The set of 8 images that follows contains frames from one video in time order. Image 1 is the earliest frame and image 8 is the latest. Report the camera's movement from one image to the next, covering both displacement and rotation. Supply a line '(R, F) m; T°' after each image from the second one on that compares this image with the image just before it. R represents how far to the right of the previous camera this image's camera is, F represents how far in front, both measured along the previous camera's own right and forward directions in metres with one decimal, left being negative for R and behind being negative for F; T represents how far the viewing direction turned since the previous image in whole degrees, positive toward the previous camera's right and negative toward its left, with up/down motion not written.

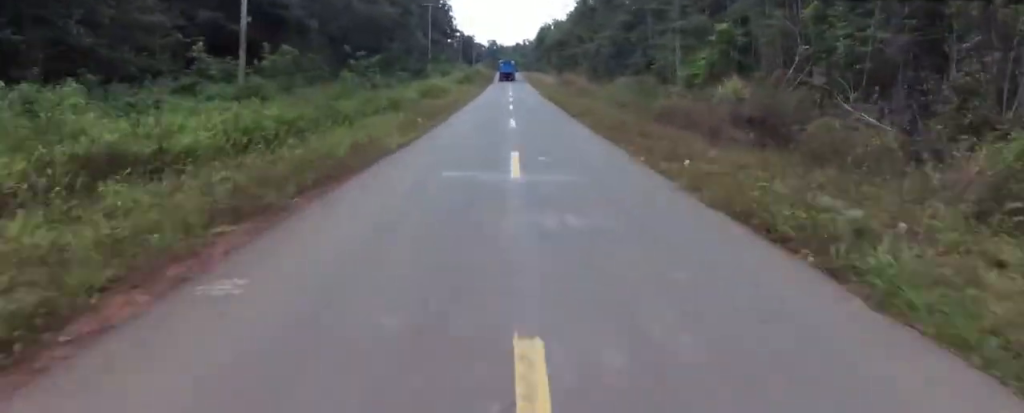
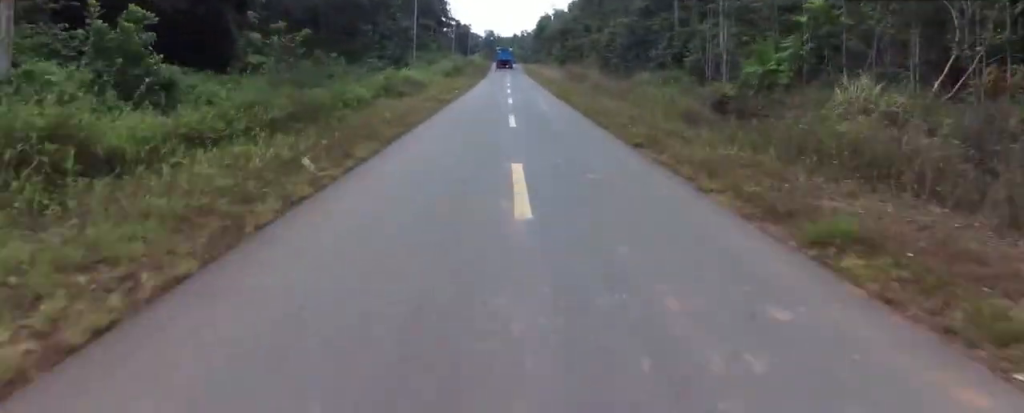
(+0.1, +12.3) m; -2°
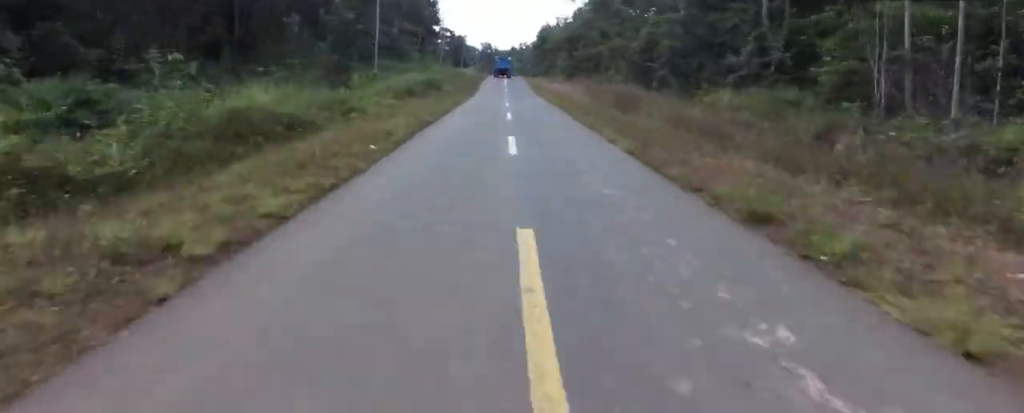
(-0.3, +17.7) m; -1°
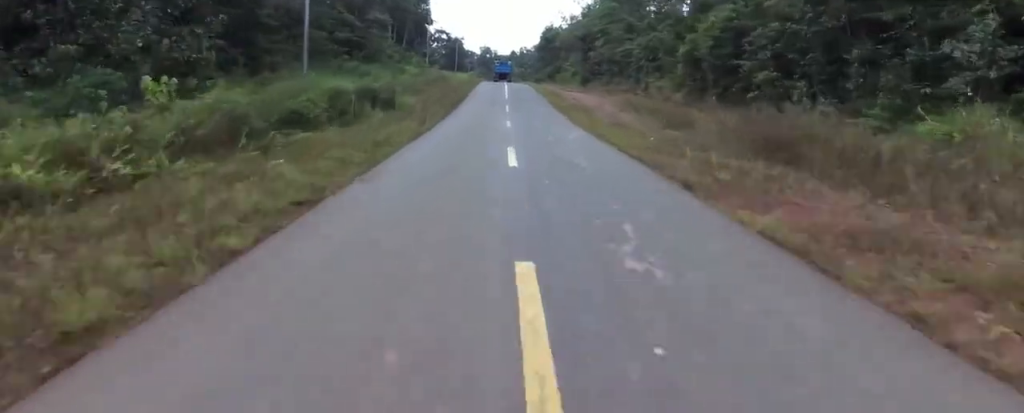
(-0.9, +17.3) m; 0°
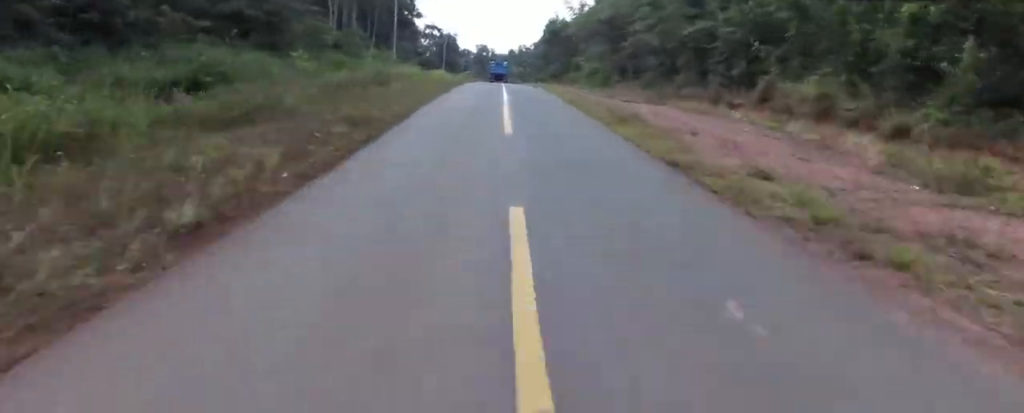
(+1.3, +22.8) m; 0°
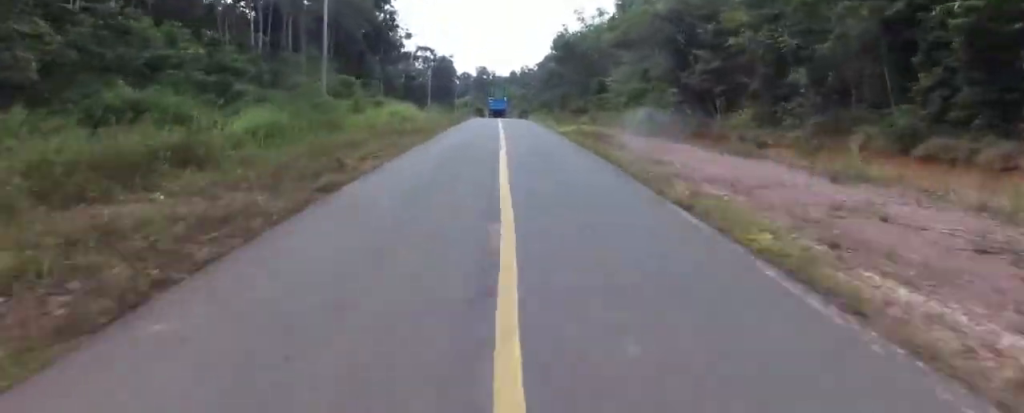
(-1.2, +22.0) m; 0°
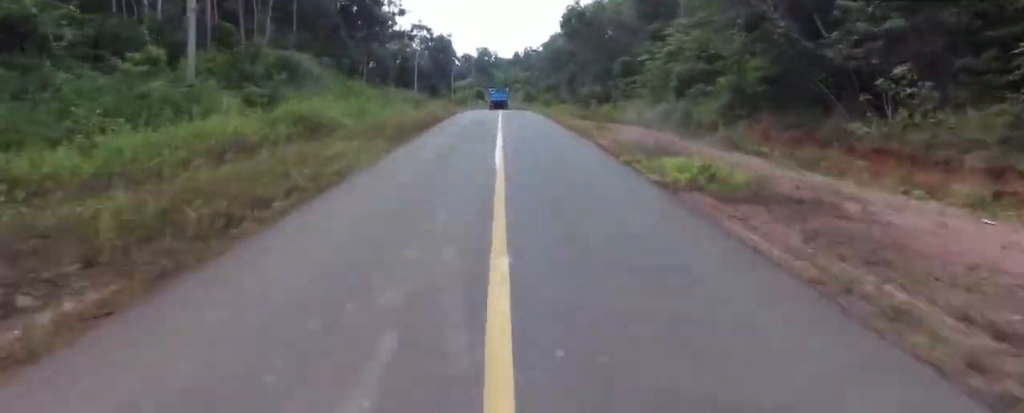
(+0.8, +16.0) m; +2°
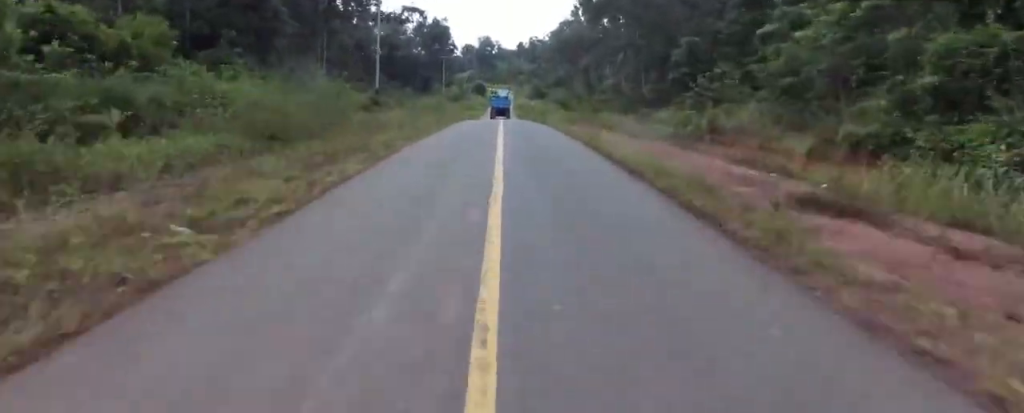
(+0.5, +22.5) m; -1°
